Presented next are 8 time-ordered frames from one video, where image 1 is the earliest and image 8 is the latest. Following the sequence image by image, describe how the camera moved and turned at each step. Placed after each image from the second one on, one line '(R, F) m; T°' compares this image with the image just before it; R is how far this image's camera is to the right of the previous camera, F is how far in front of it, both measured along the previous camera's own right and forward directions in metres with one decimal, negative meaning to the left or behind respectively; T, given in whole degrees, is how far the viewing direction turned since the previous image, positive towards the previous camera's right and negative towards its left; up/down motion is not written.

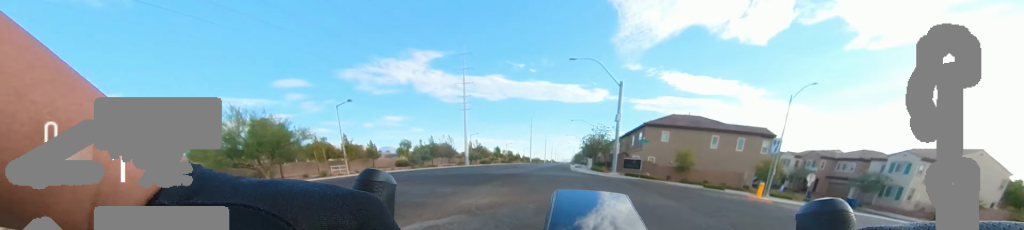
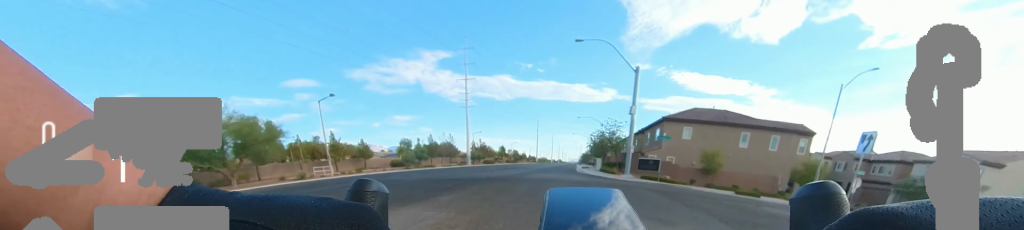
(0.0, +4.4) m; 0°
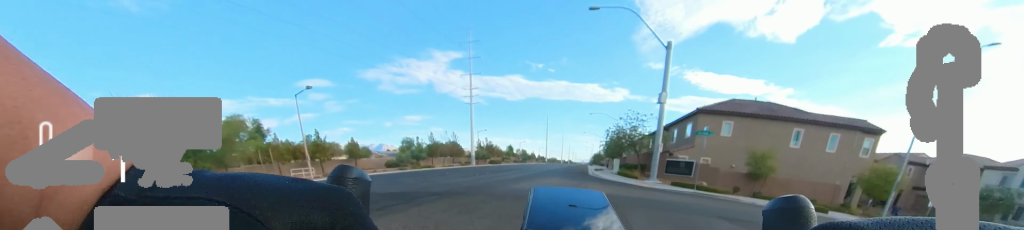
(0.0, +5.5) m; 0°
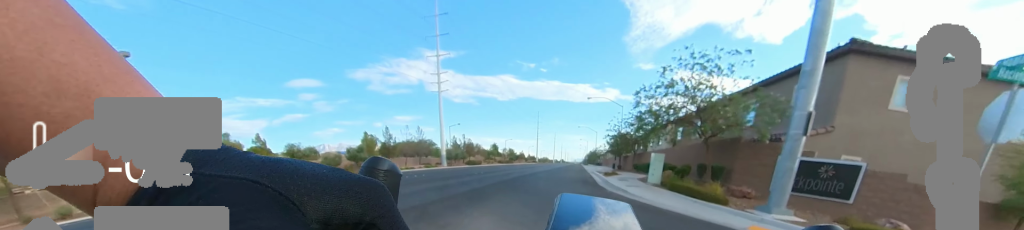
(0.0, +15.6) m; 0°
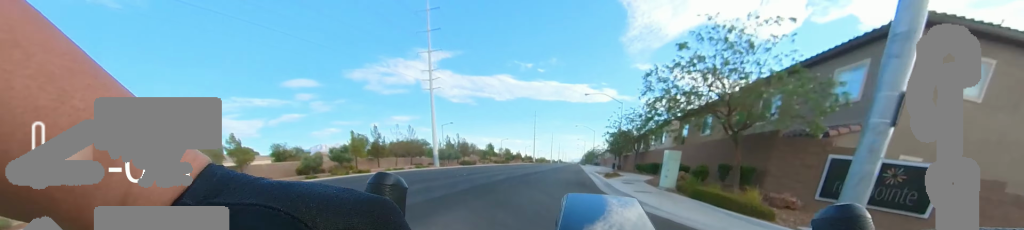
(0.0, +2.9) m; 0°
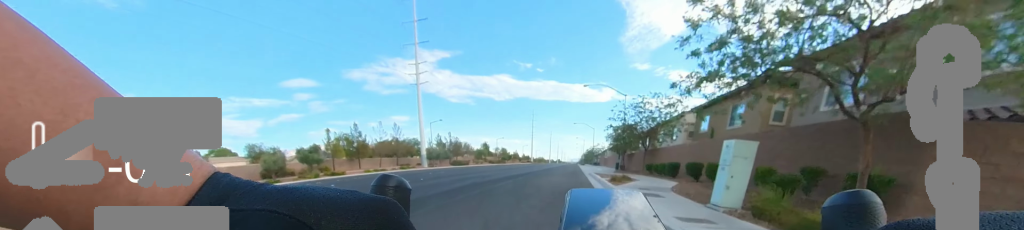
(0.0, +5.4) m; 0°
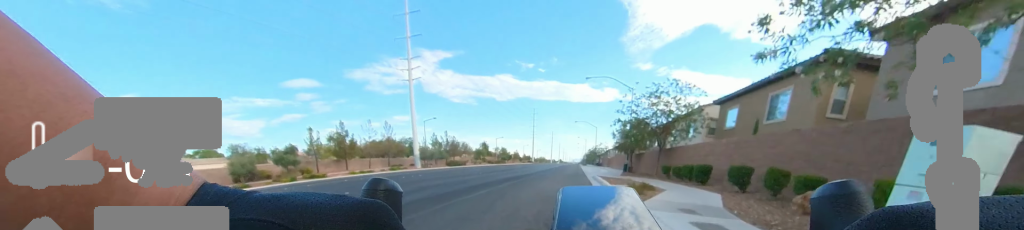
(0.0, +4.0) m; 0°
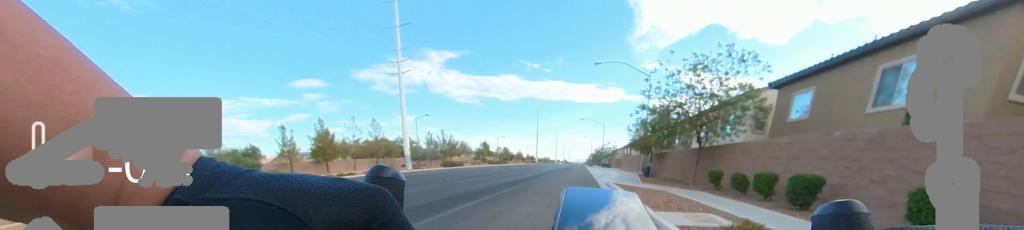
(0.0, +5.8) m; 0°
